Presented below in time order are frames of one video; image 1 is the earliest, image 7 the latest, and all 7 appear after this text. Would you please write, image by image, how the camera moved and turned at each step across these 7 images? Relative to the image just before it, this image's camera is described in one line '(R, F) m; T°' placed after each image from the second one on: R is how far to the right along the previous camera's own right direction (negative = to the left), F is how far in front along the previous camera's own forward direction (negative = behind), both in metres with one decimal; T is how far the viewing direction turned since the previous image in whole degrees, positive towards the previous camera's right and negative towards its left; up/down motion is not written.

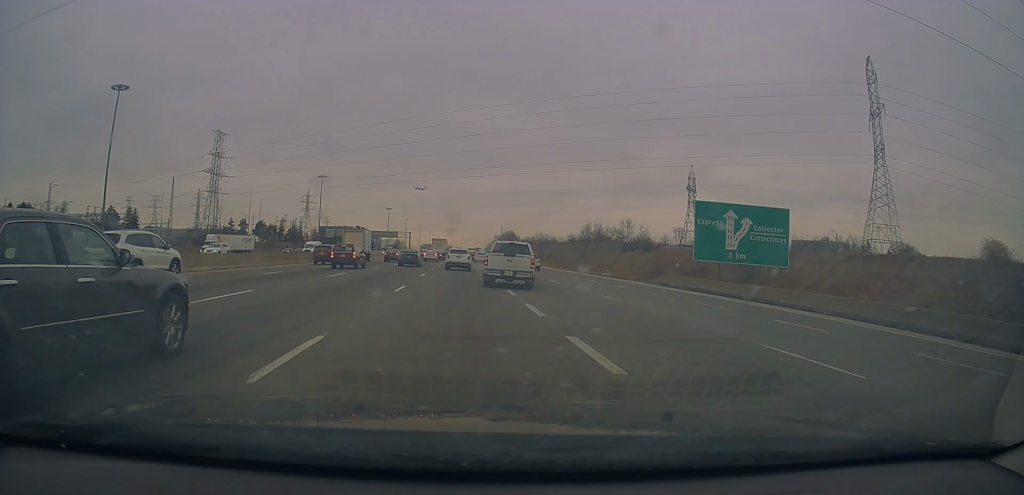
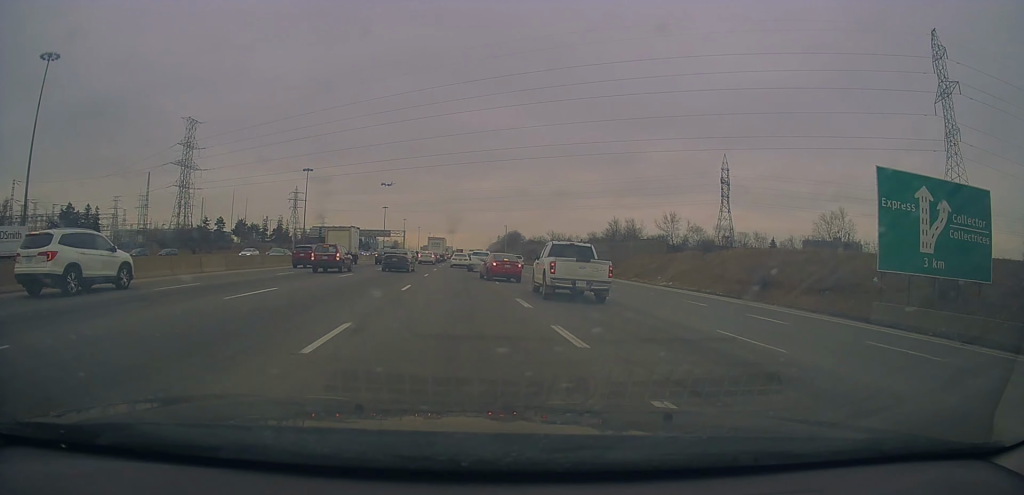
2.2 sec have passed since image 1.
(-0.3, +23.3) m; 0°
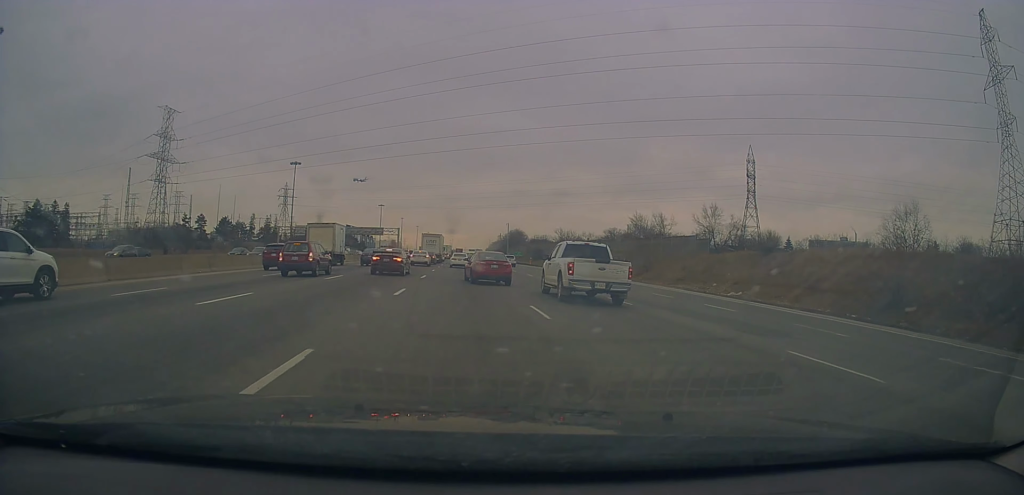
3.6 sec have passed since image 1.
(+0.1, +14.6) m; -1°
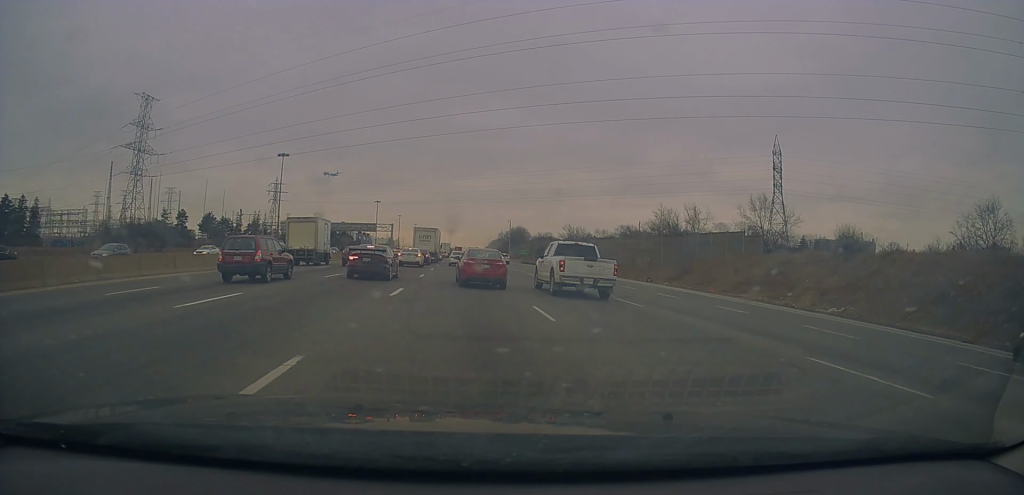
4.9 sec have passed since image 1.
(0.0, +13.2) m; +2°
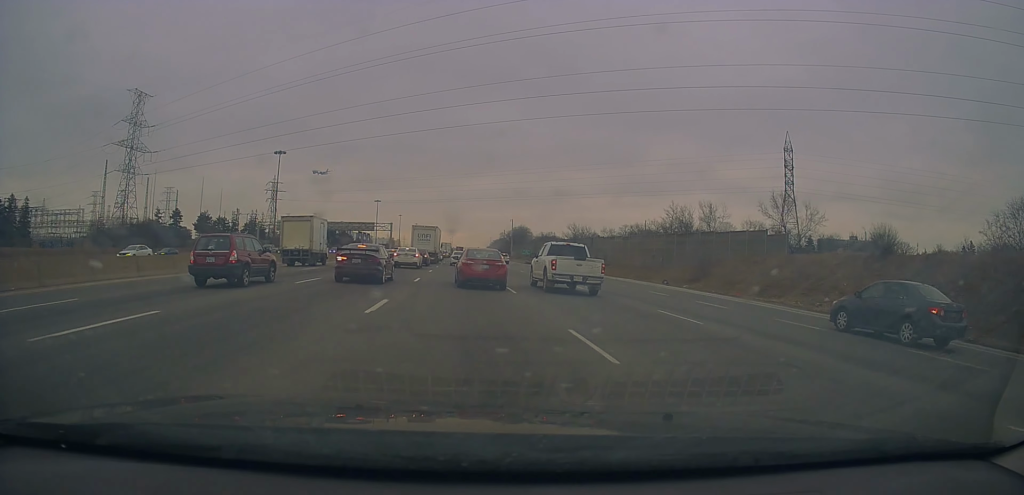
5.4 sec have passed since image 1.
(+0.2, +5.1) m; +1°
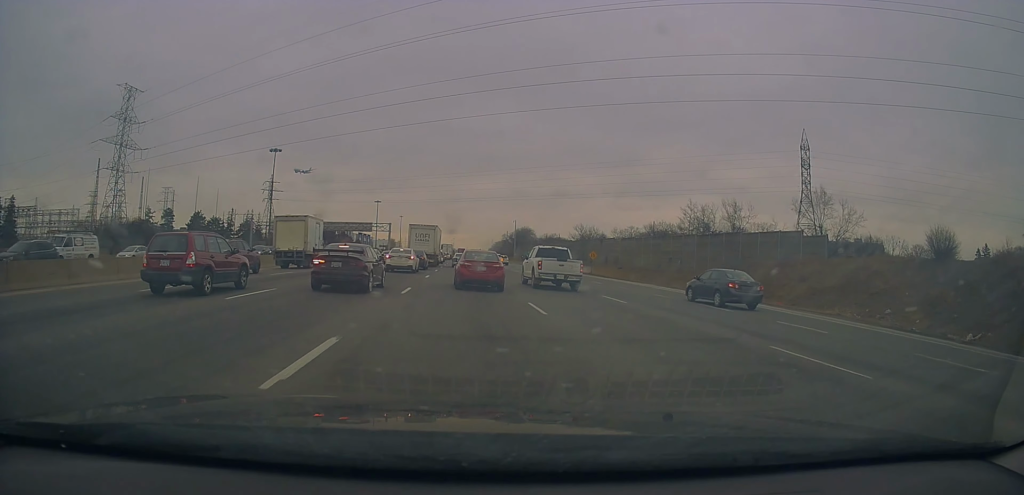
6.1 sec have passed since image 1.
(-0.1, +6.8) m; -2°
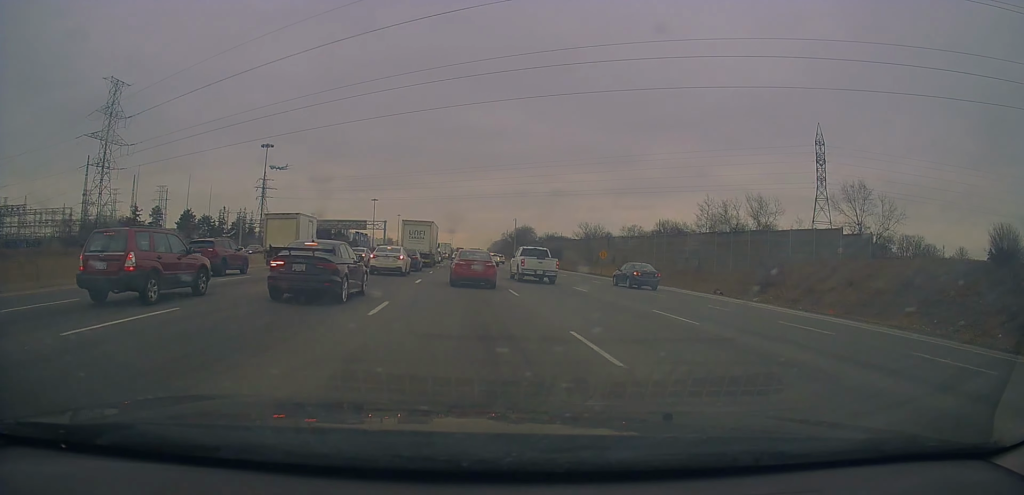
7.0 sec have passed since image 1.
(-0.2, +7.0) m; 0°
